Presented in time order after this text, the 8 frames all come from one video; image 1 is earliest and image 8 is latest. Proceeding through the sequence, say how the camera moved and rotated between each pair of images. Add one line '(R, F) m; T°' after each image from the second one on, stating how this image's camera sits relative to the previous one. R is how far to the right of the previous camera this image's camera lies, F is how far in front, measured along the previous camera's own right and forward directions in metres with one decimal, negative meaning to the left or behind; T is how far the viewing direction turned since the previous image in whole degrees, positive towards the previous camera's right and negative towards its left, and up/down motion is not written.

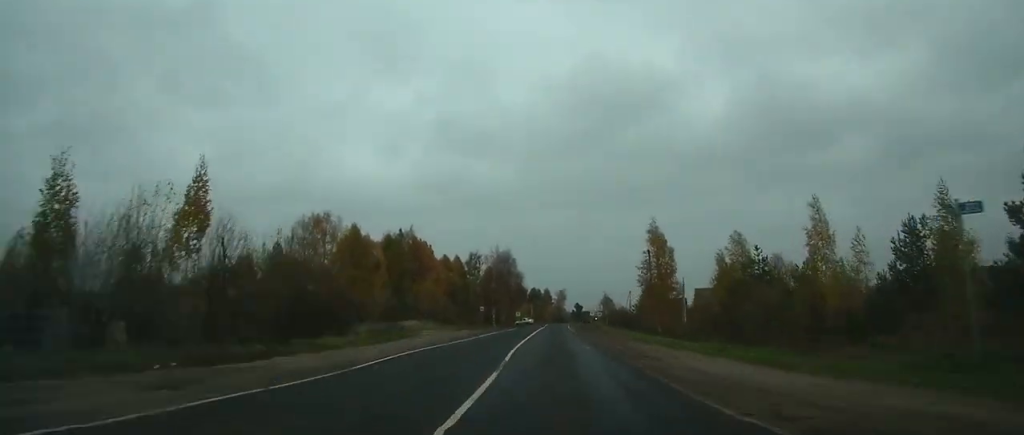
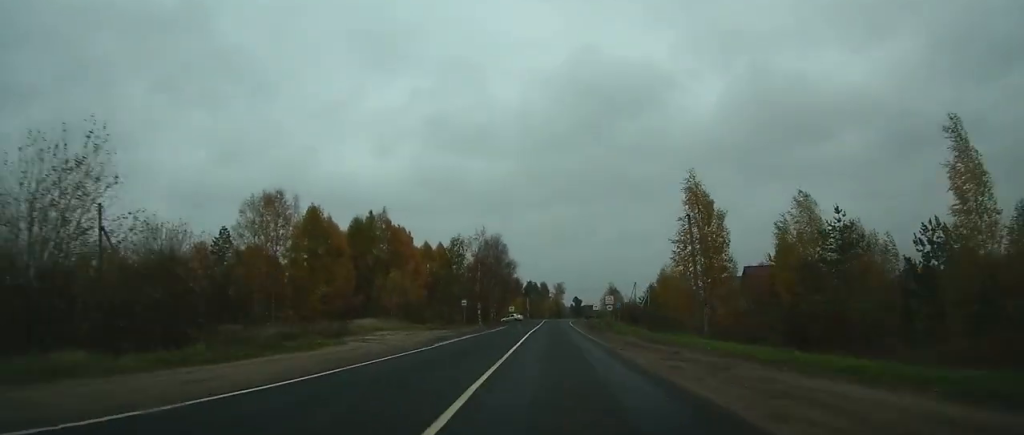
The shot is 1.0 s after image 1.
(+0.1, +17.5) m; 0°
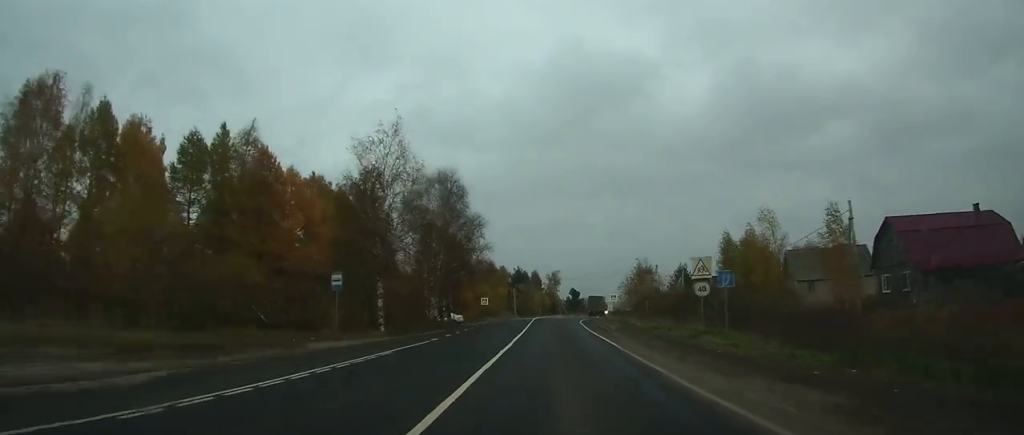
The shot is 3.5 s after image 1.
(+0.3, +43.5) m; +1°
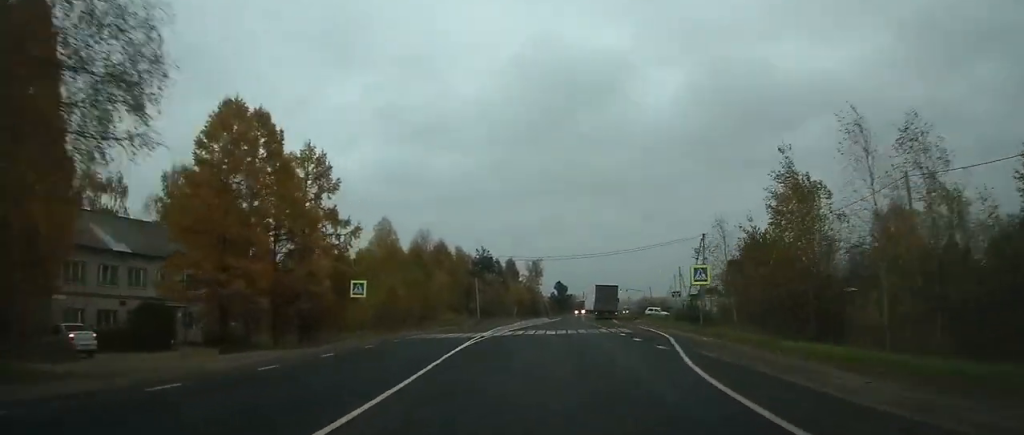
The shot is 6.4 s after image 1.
(+0.7, +49.5) m; +2°
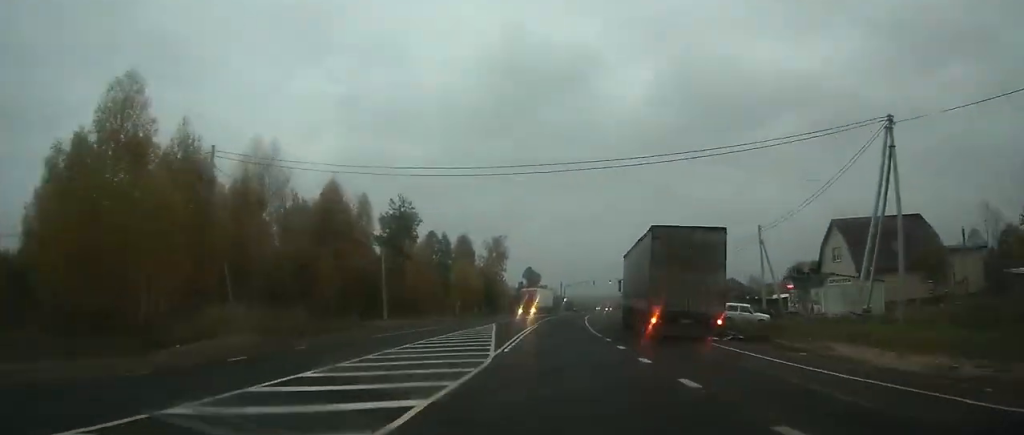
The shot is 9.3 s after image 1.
(+1.5, +47.2) m; +4°
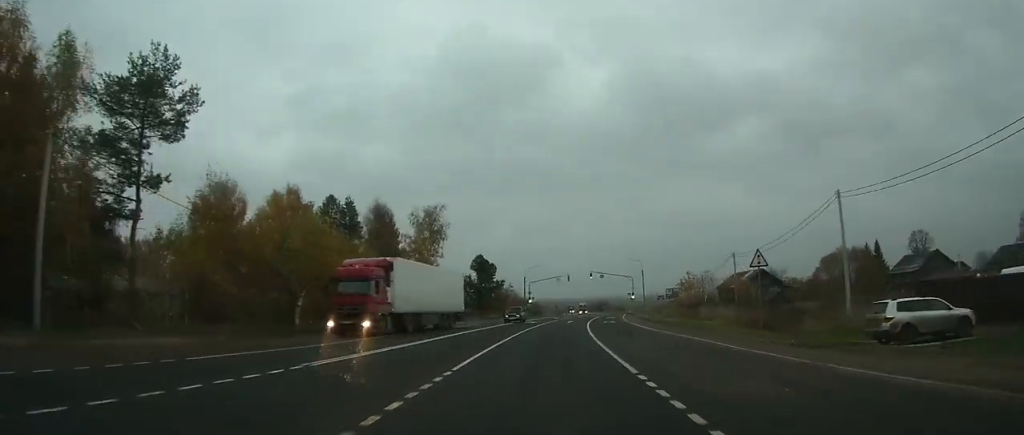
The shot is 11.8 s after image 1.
(+1.2, +42.5) m; +4°
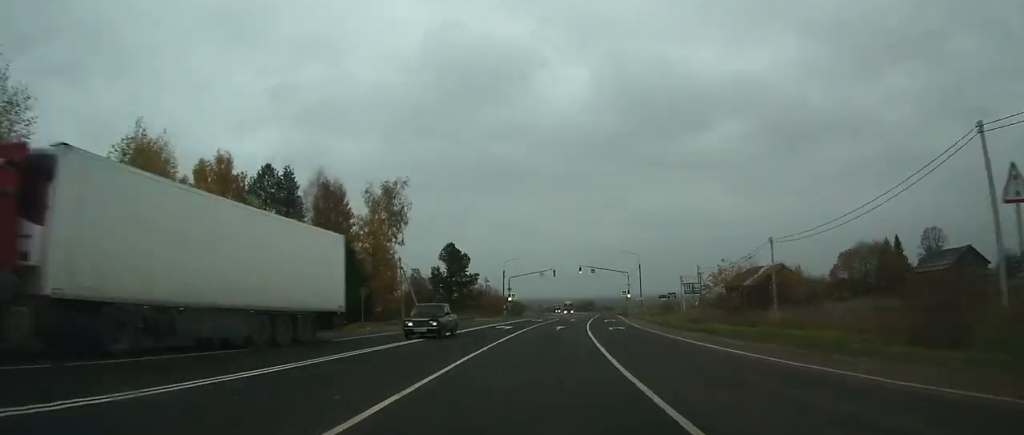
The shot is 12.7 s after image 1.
(+0.3, +16.6) m; +2°
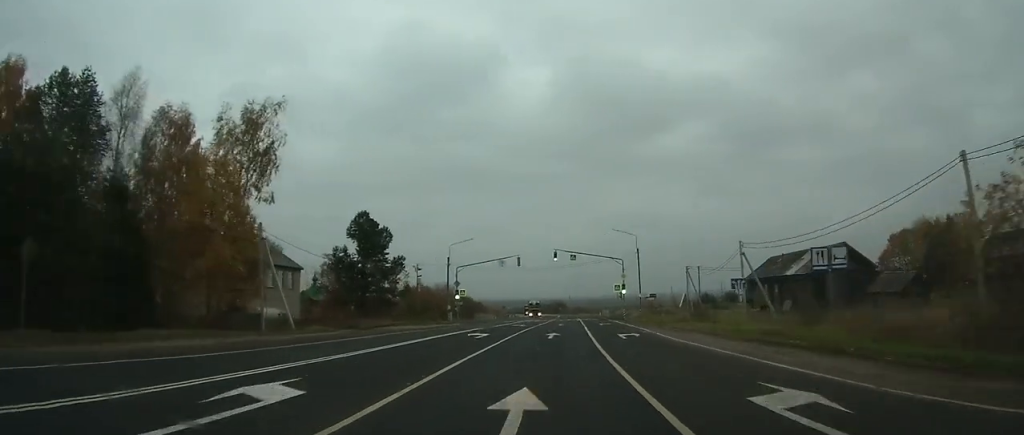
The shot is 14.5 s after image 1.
(+0.8, +30.5) m; +3°
